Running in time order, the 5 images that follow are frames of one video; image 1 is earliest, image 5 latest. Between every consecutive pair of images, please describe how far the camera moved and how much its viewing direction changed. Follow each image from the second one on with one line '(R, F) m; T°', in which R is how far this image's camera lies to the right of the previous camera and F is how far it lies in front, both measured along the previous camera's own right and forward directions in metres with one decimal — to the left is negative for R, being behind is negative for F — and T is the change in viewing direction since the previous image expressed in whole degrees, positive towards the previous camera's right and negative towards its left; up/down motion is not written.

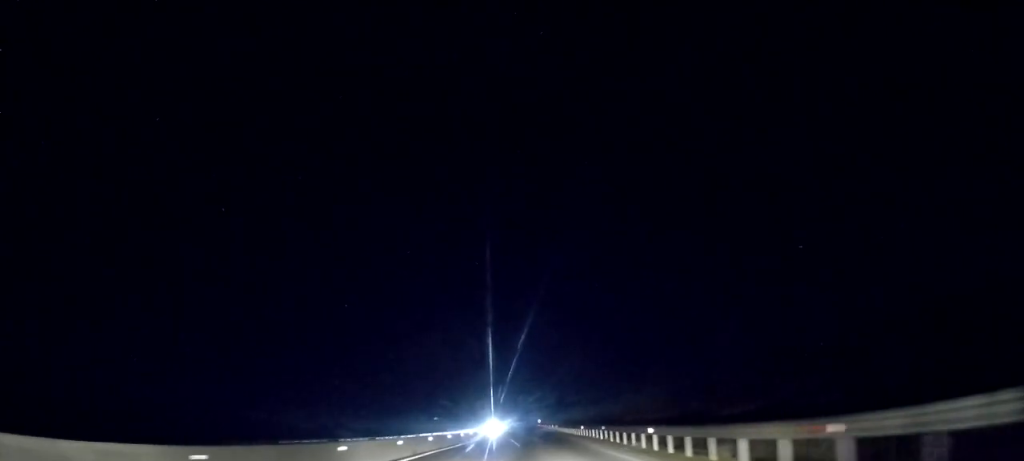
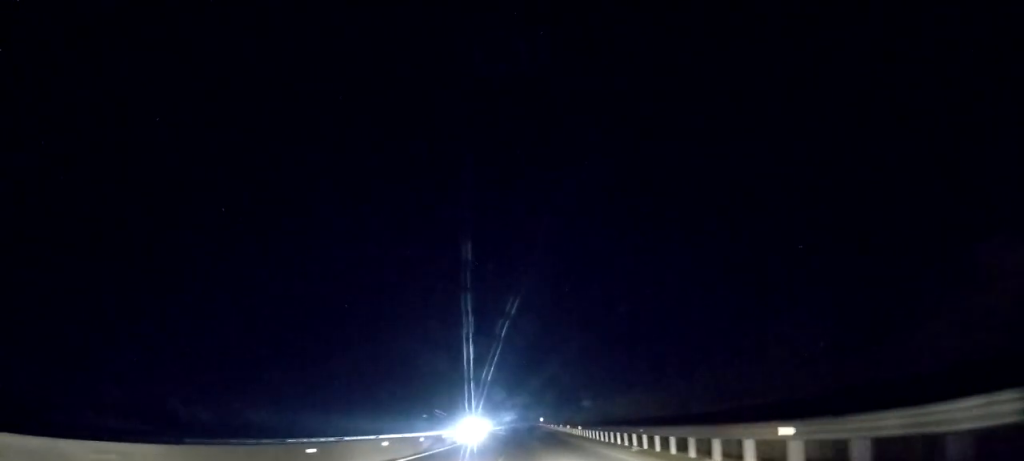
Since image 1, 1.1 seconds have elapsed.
(+0.2, +34.6) m; 0°
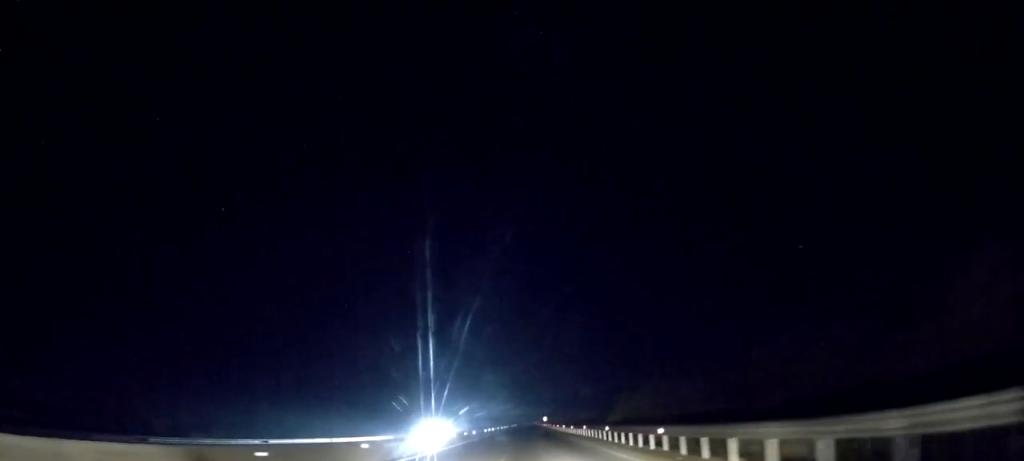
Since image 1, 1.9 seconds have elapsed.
(-0.2, +27.6) m; 0°
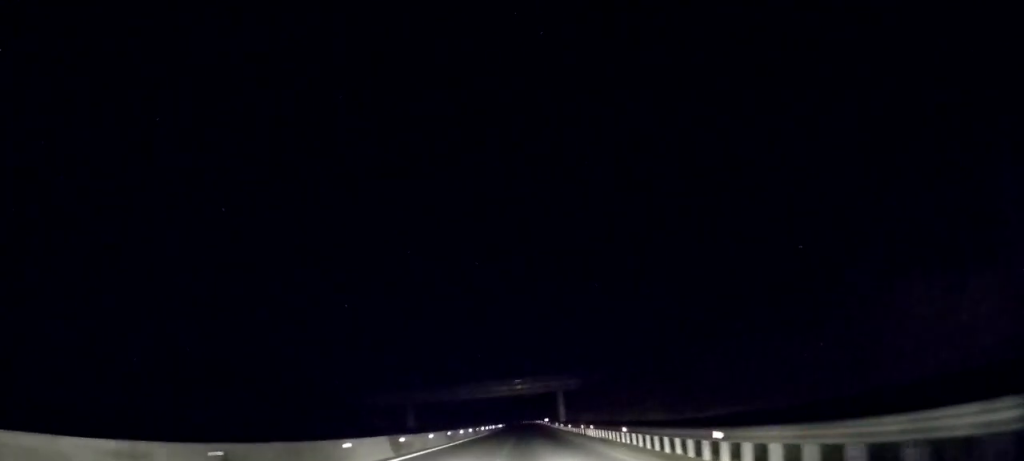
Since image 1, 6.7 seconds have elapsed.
(+0.2, +162.6) m; 0°
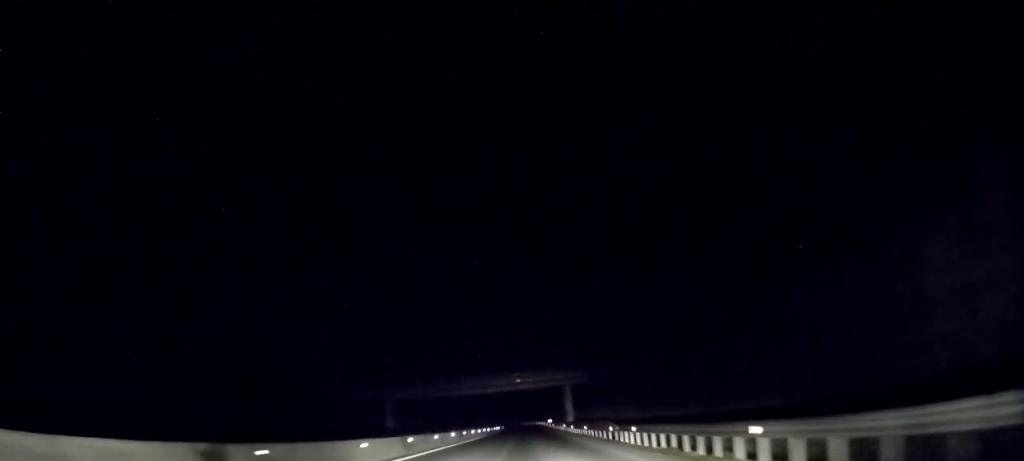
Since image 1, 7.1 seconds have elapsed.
(+0.1, +14.0) m; 0°
